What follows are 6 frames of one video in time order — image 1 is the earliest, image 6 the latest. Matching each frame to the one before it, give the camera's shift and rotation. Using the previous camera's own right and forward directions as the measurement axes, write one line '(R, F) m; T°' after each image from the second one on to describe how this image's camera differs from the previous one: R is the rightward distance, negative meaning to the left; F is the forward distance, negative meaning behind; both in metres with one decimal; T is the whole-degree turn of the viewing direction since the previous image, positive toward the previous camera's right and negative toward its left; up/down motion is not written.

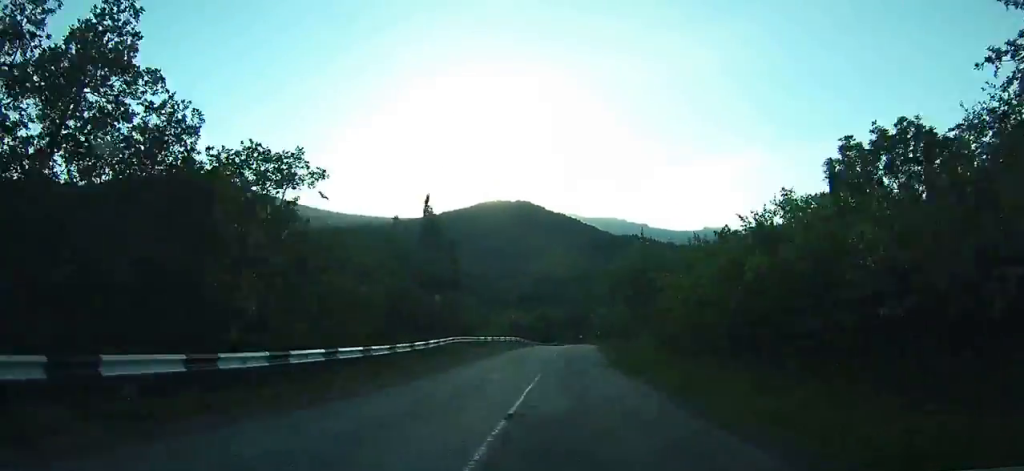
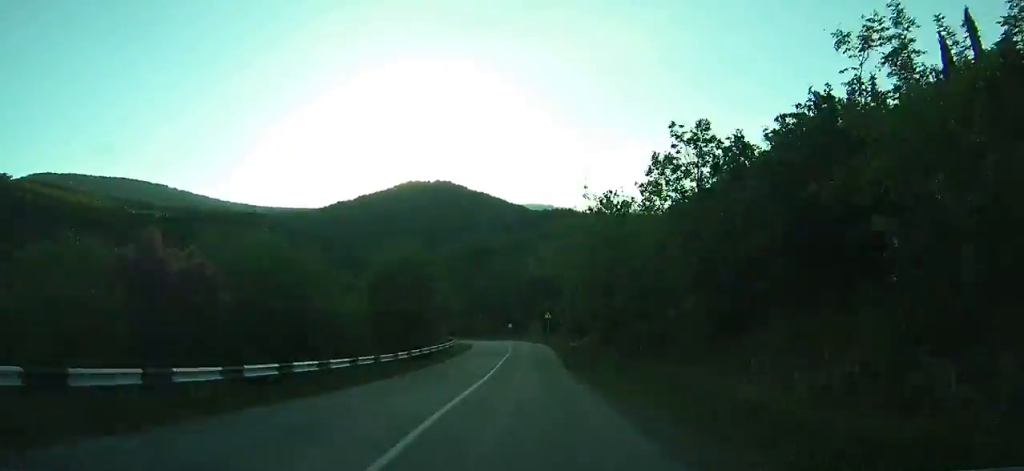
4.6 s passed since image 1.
(+3.5, +64.7) m; +4°
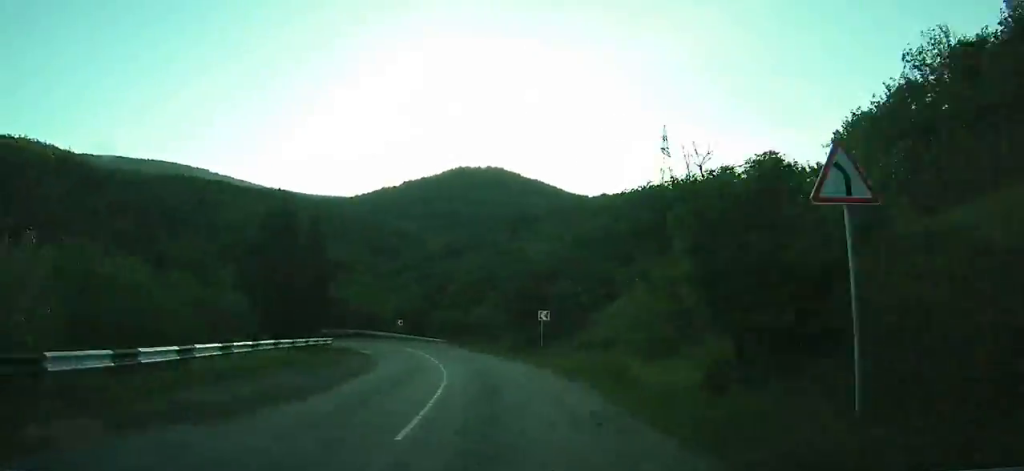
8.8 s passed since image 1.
(-0.1, +52.9) m; -6°
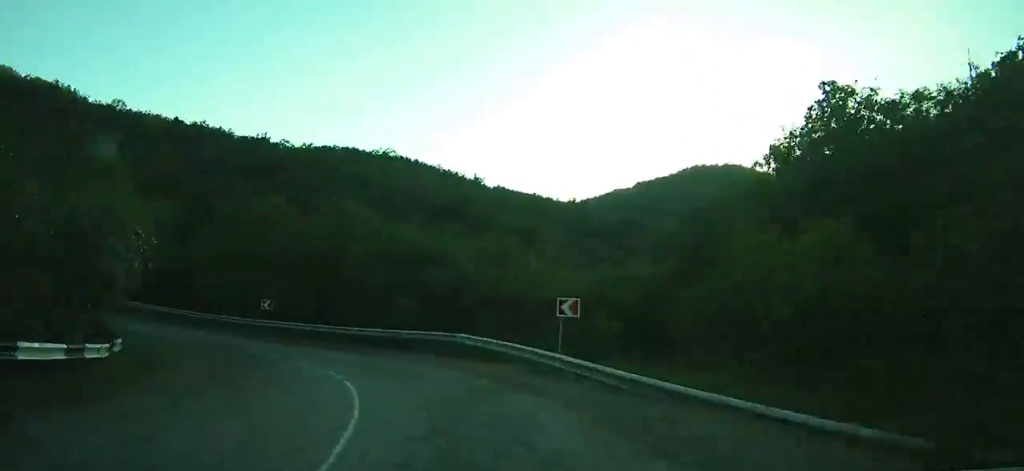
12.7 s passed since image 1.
(-6.6, +40.5) m; -34°
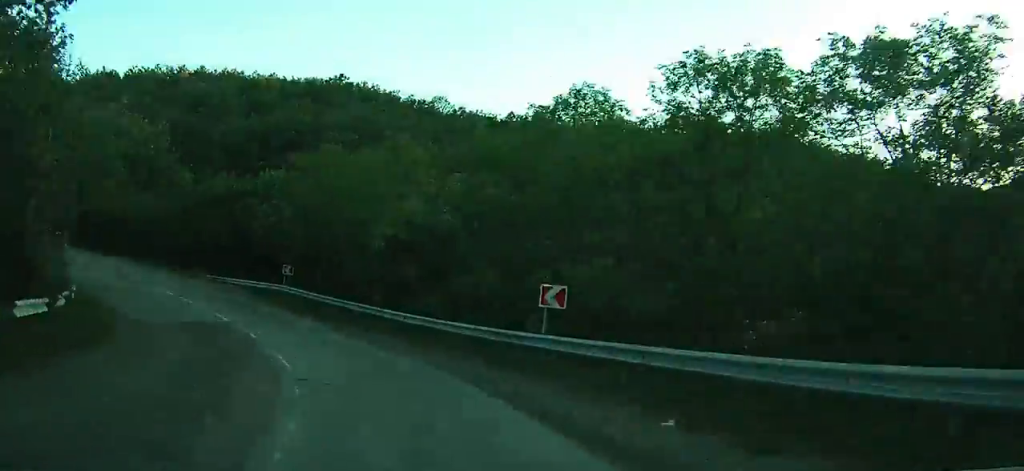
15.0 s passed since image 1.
(-6.1, +19.5) m; -39°
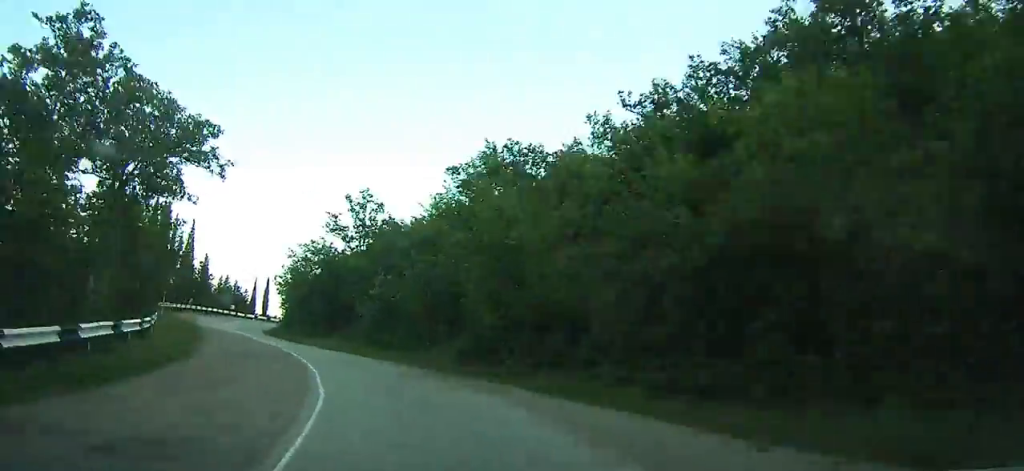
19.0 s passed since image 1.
(-21.7, +30.7) m; -63°
